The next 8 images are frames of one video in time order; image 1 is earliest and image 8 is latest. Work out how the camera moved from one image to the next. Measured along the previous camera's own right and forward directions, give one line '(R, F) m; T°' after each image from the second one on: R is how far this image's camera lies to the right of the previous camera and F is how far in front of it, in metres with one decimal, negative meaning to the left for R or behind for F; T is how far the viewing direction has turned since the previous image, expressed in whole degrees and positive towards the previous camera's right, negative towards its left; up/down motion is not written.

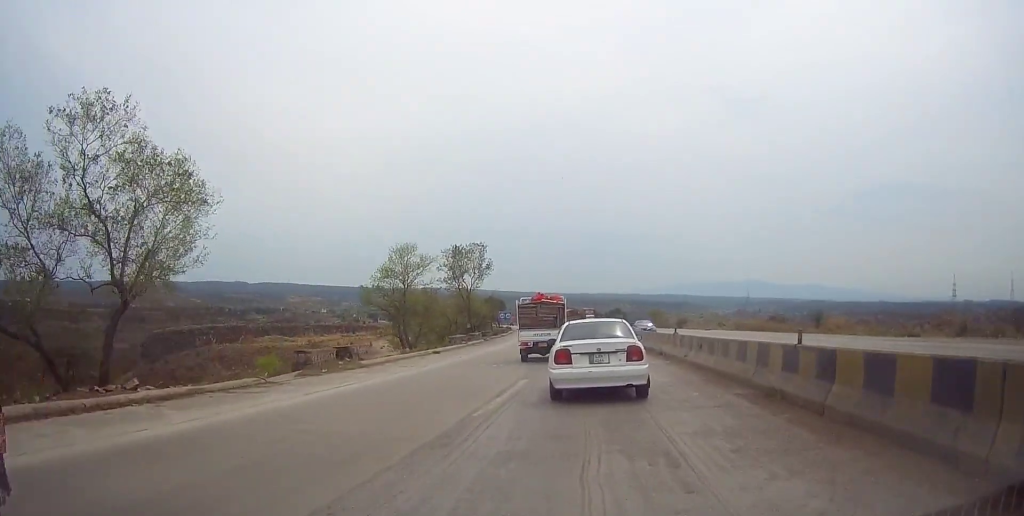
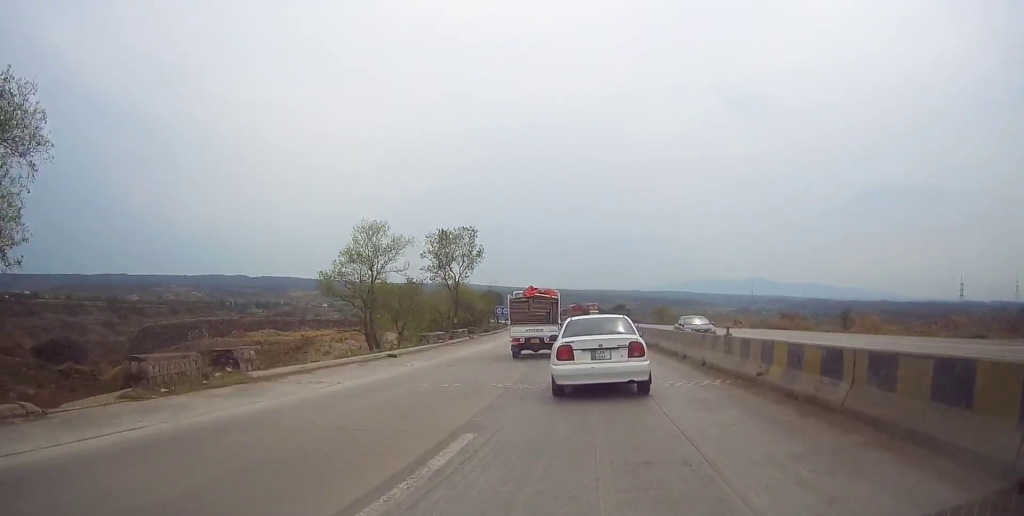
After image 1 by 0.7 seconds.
(+0.1, +8.2) m; +1°
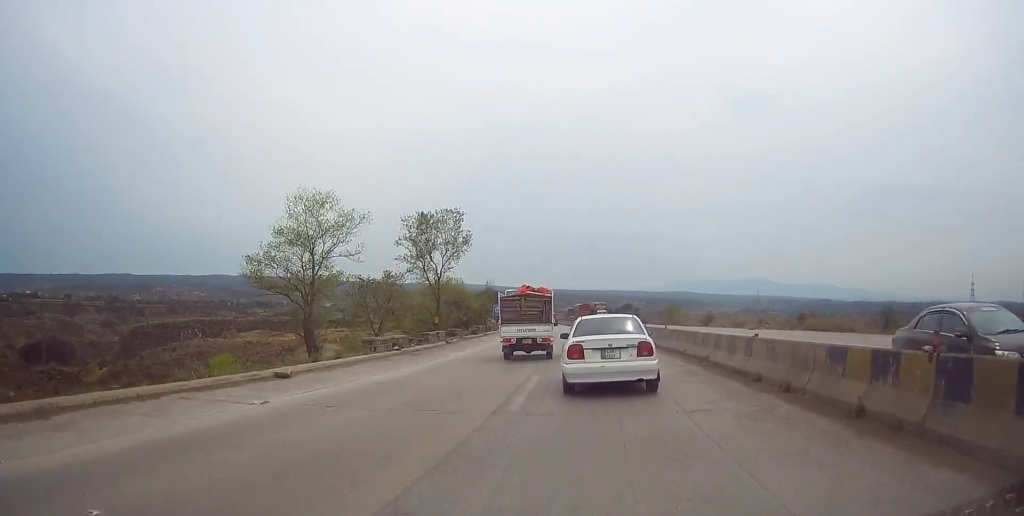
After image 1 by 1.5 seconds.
(+0.1, +9.9) m; 0°
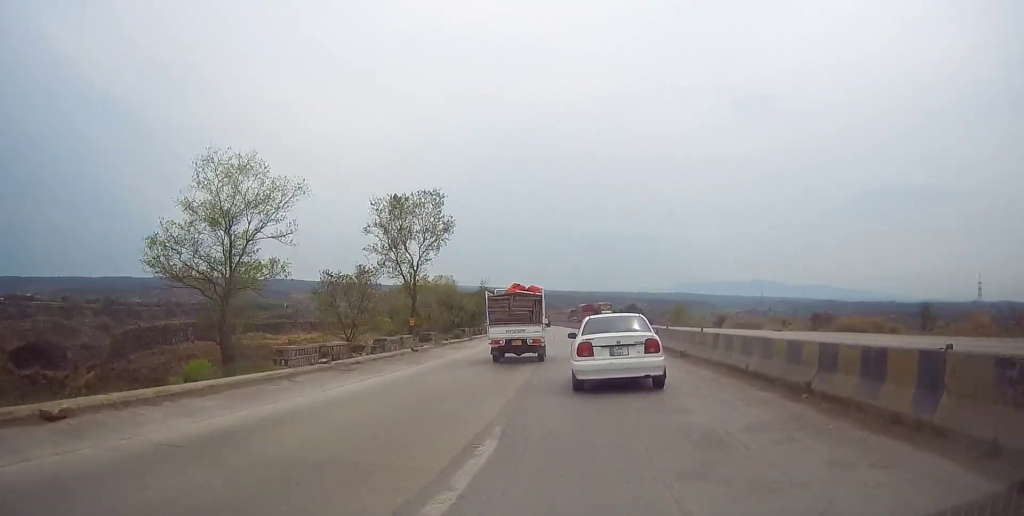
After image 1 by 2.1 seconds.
(+0.1, +8.1) m; -1°
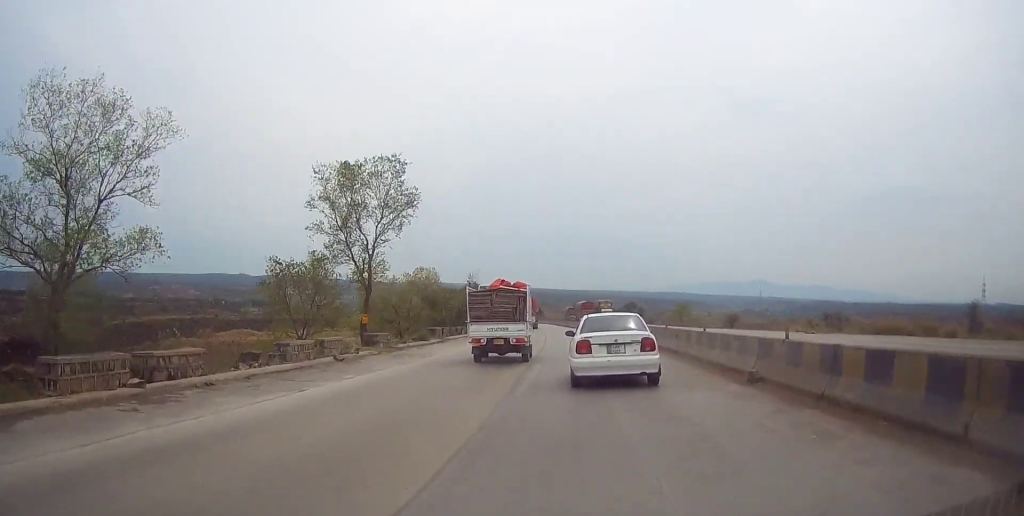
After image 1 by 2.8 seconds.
(-0.2, +8.8) m; -2°
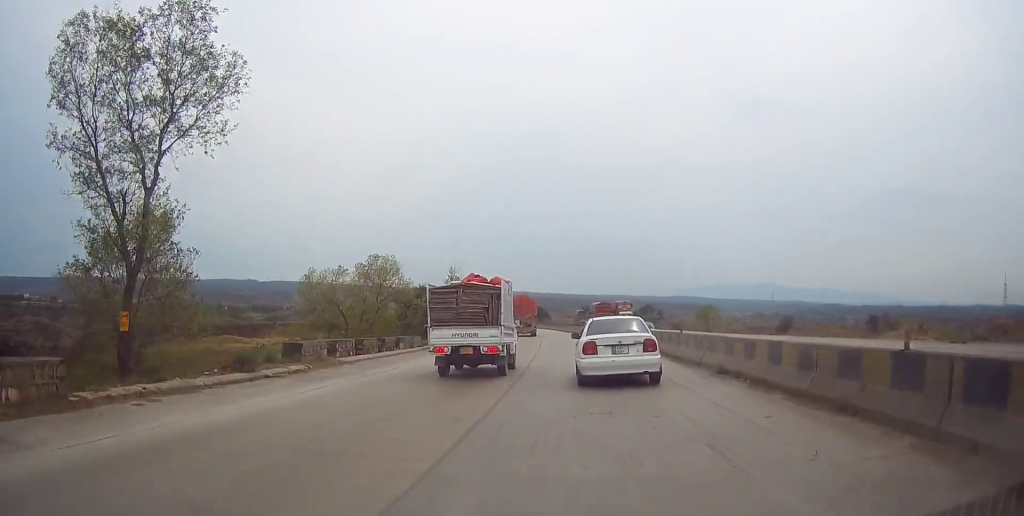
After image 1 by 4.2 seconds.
(-0.6, +19.5) m; -1°
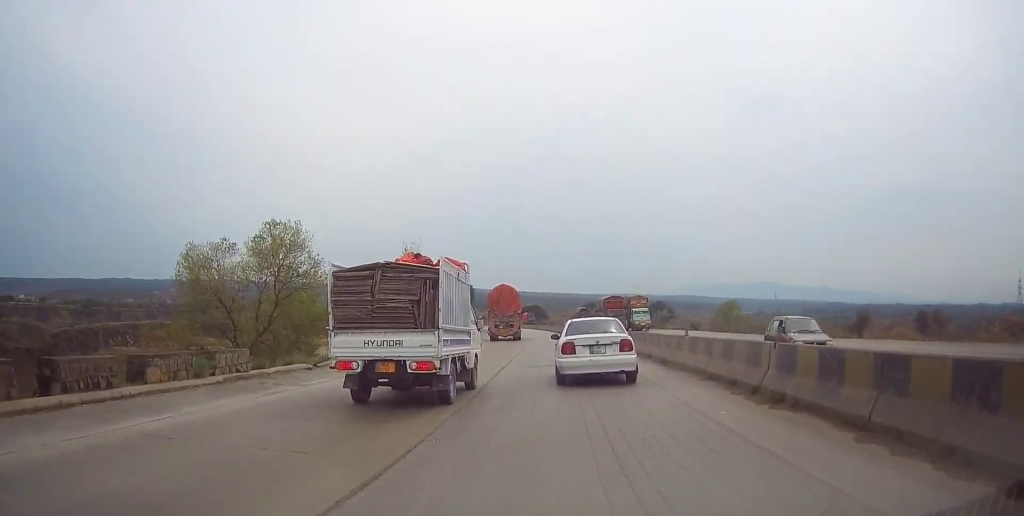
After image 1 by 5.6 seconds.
(+0.7, +19.4) m; +2°
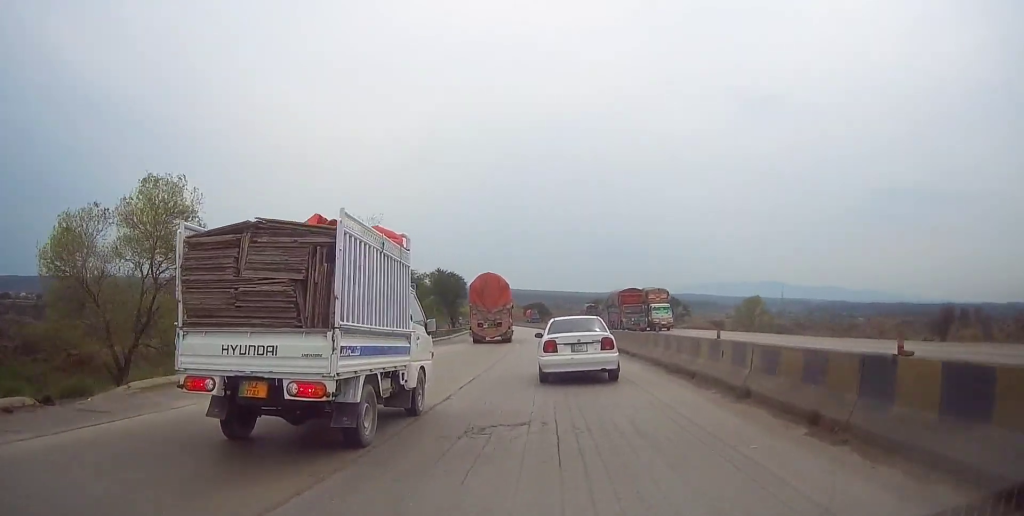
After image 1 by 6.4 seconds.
(0.0, +12.4) m; -1°
